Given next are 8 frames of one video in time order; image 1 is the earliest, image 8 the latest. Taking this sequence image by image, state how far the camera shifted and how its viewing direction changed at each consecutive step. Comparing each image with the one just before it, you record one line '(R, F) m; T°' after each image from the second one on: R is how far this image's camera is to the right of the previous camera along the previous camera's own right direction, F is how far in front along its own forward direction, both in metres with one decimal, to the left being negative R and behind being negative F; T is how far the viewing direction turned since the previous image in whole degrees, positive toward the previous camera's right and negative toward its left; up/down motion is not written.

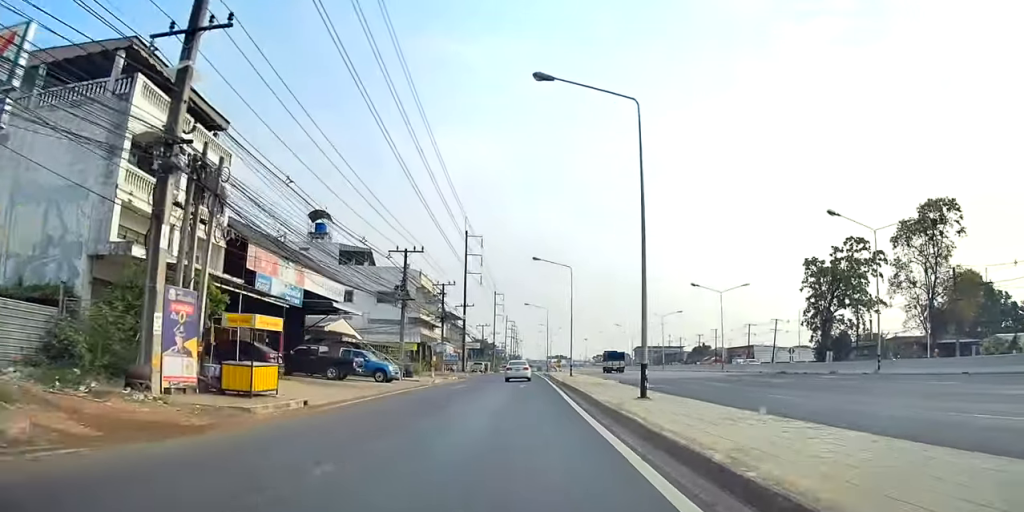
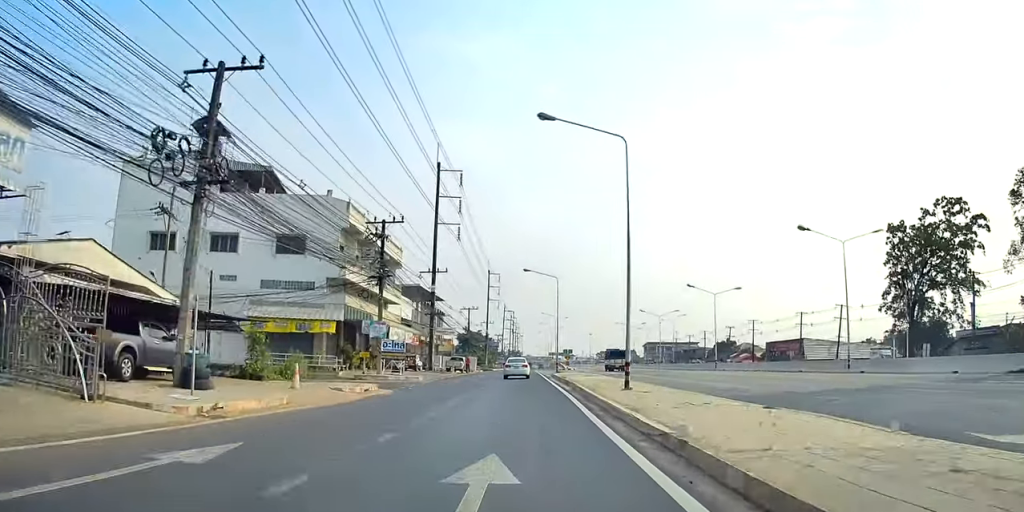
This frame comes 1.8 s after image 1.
(0.0, +29.2) m; +1°
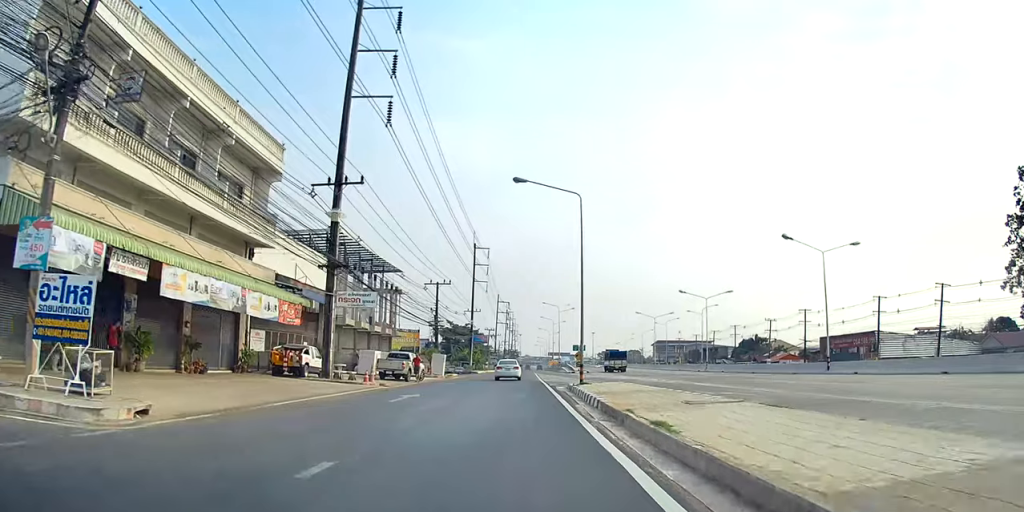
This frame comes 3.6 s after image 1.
(0.0, +28.9) m; +1°
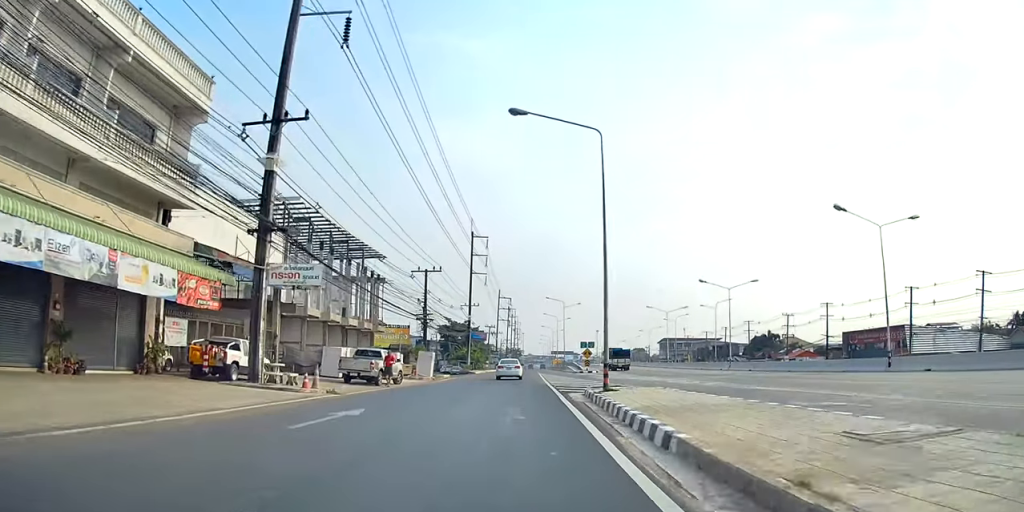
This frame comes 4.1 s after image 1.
(+0.4, +8.4) m; 0°
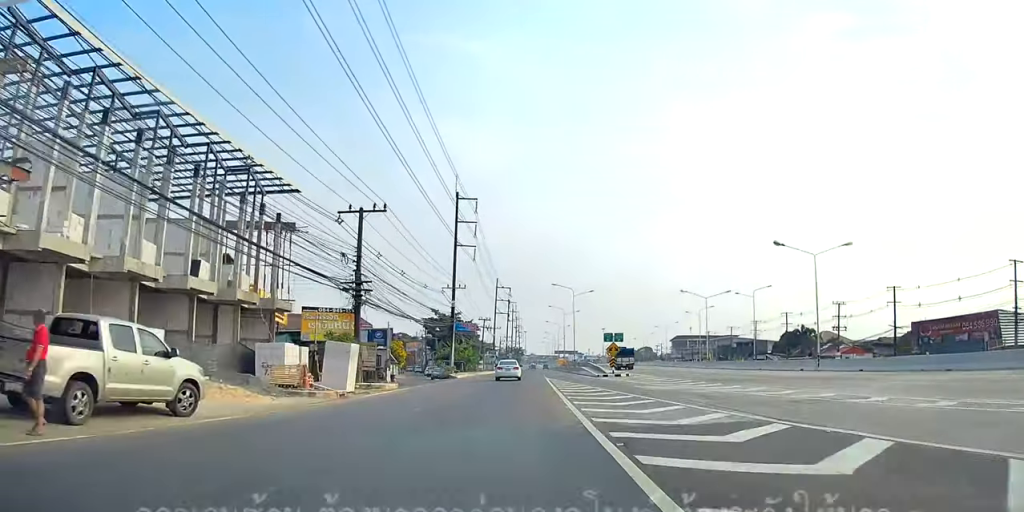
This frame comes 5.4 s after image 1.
(-0.4, +20.7) m; 0°
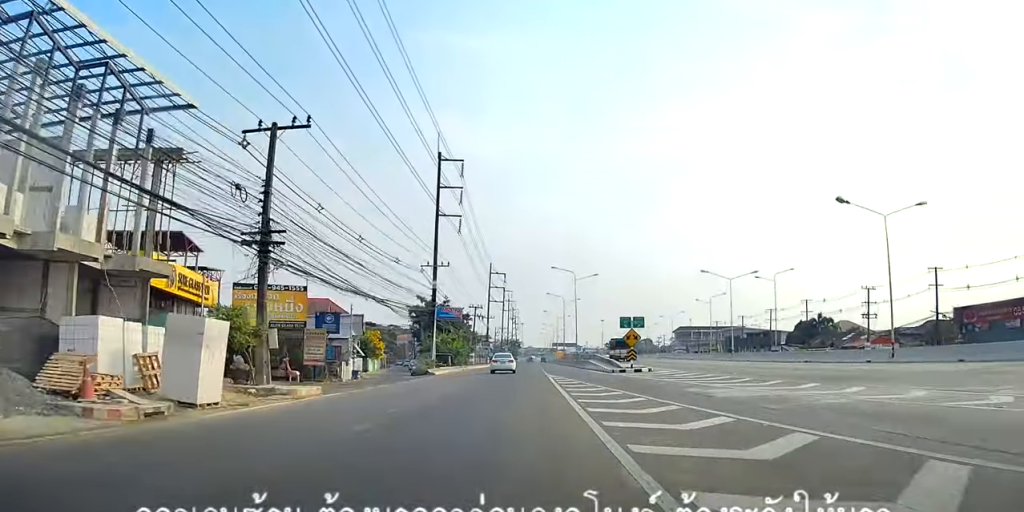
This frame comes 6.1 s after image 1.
(+0.6, +11.3) m; 0°
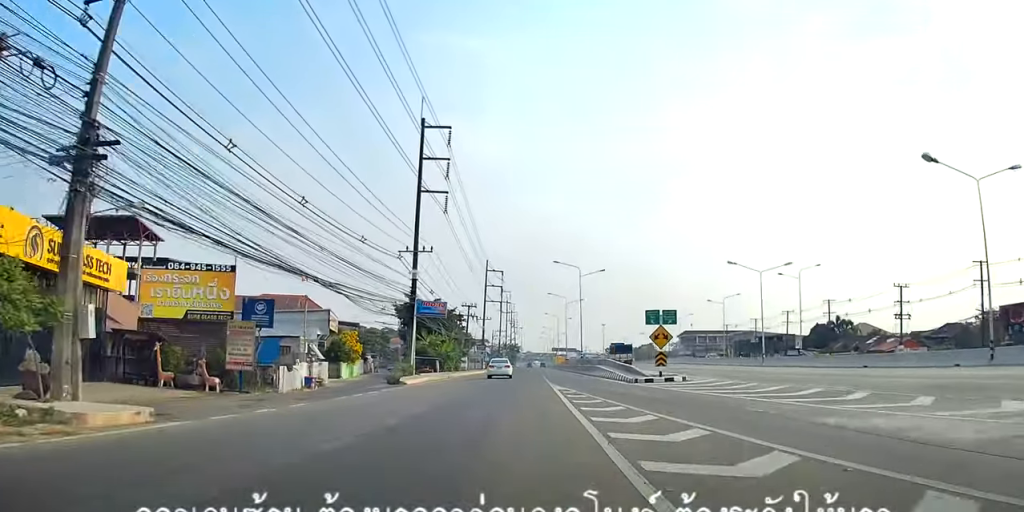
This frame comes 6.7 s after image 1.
(-0.5, +9.7) m; 0°
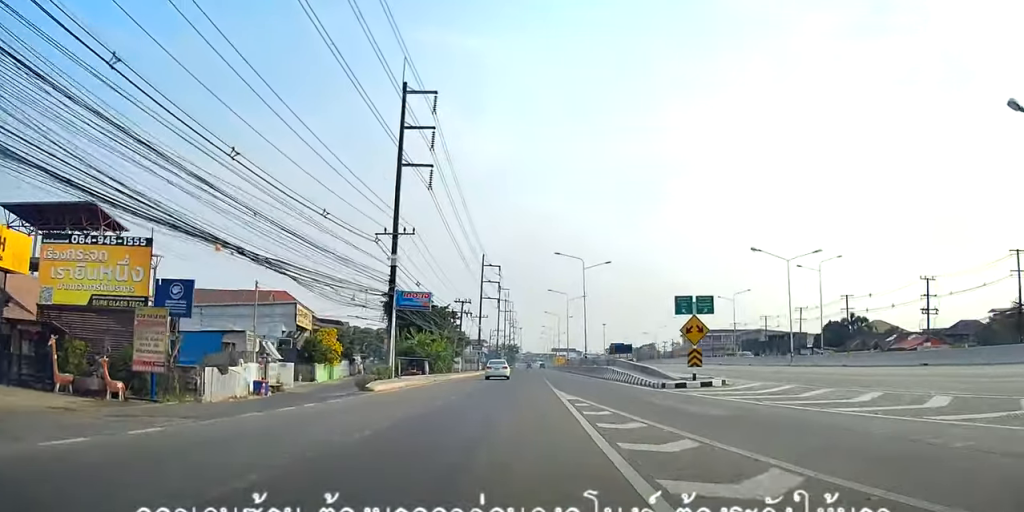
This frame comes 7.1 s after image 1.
(-0.3, +6.8) m; 0°
